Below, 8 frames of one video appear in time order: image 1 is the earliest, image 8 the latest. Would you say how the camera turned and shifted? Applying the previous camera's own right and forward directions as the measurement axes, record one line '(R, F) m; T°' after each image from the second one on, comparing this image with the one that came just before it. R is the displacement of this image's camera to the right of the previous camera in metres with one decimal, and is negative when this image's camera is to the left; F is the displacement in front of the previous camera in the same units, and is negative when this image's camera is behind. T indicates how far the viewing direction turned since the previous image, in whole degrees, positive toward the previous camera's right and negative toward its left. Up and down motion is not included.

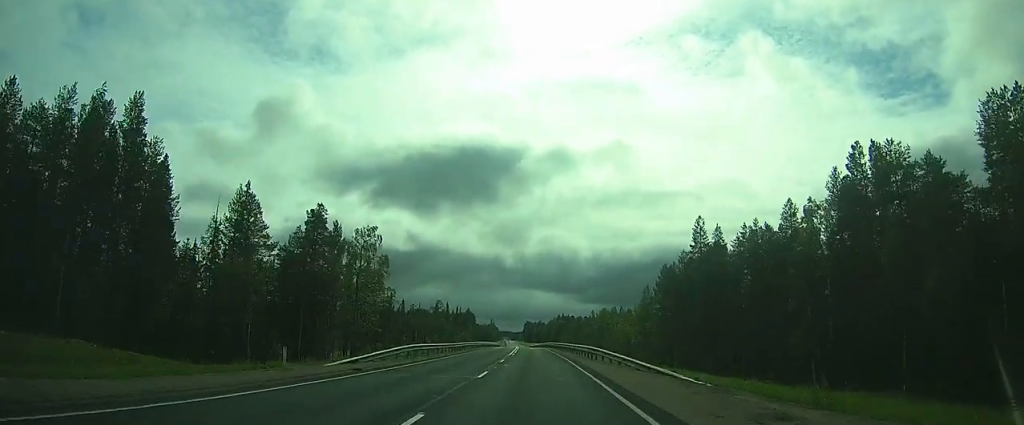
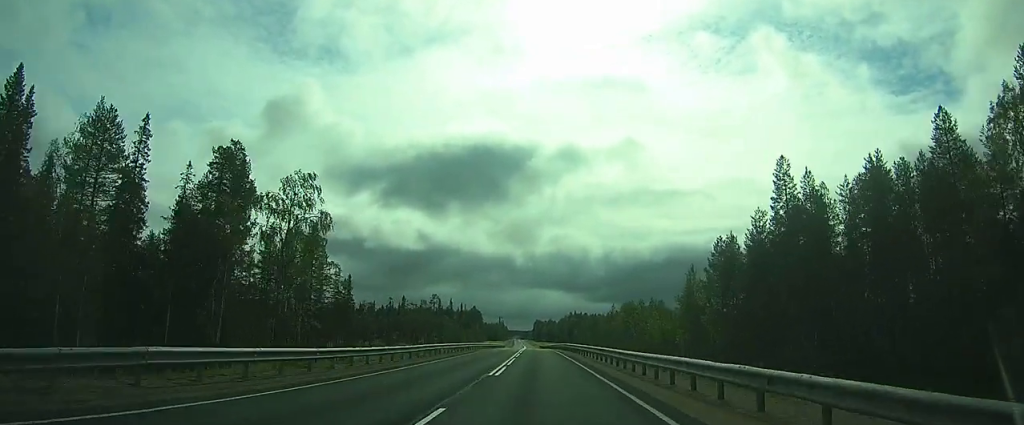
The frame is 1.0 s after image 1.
(-0.7, +23.8) m; -2°
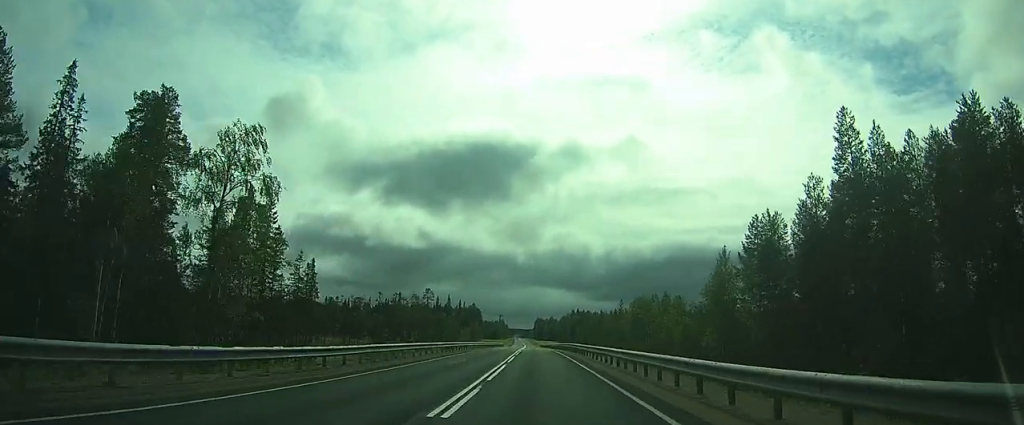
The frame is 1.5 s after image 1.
(0.0, +11.0) m; 0°
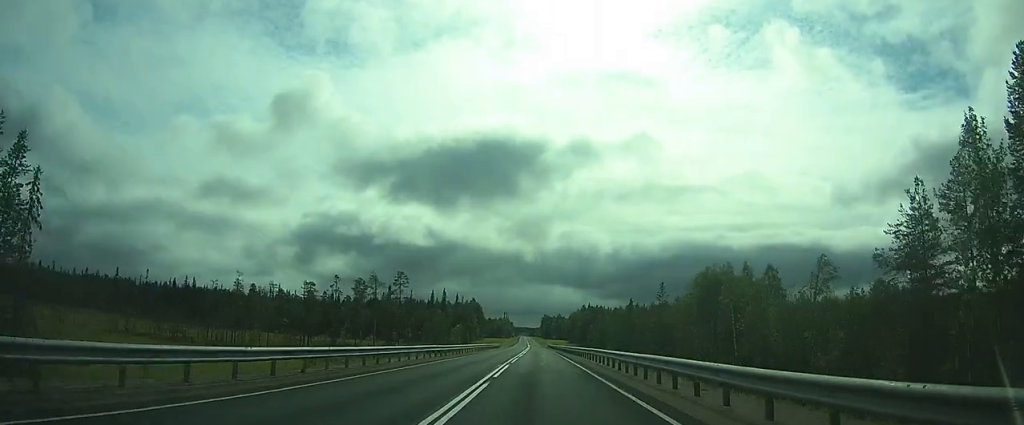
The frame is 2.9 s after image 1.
(0.0, +34.3) m; 0°
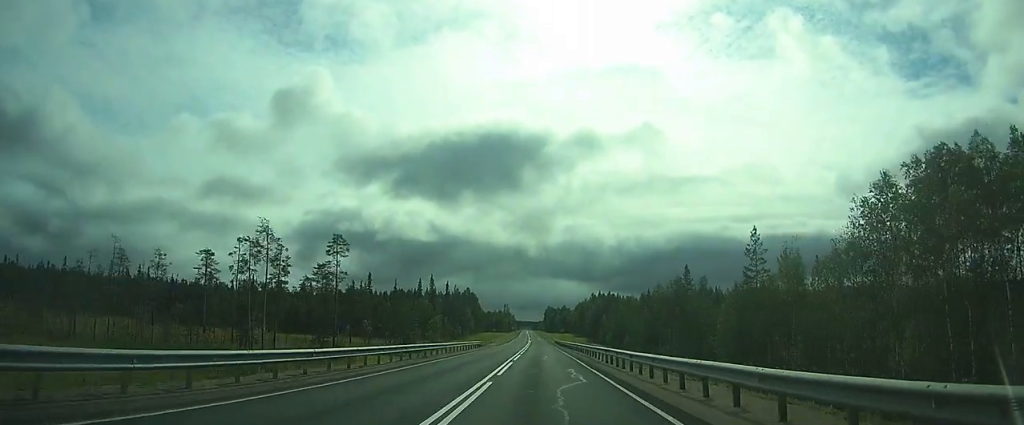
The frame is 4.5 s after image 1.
(0.0, +36.1) m; 0°
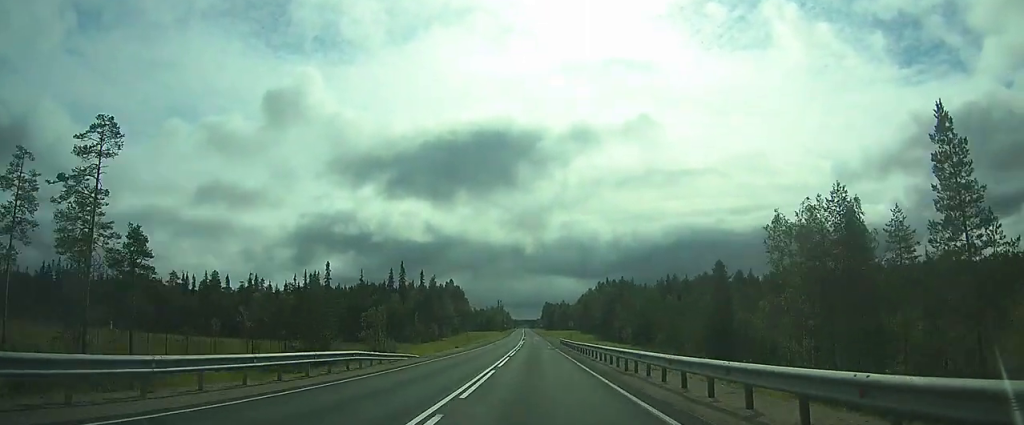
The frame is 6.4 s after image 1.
(0.0, +42.4) m; 0°
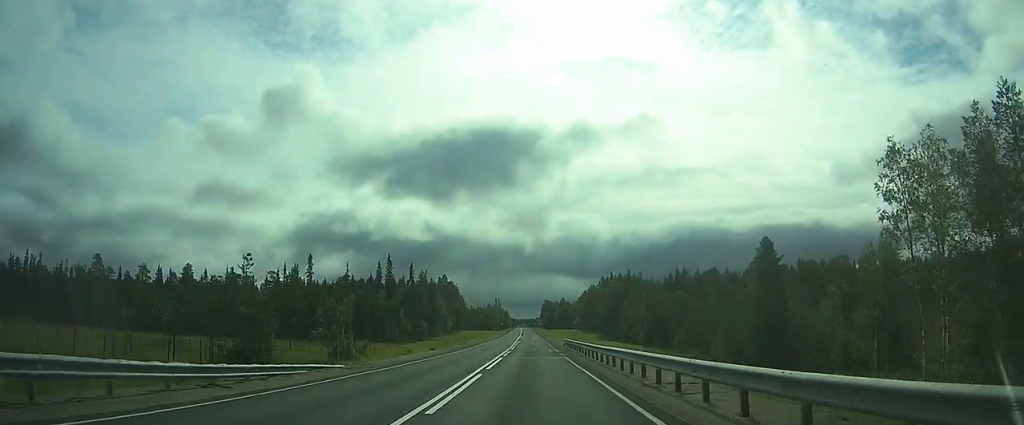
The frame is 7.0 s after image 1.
(0.0, +14.2) m; 0°
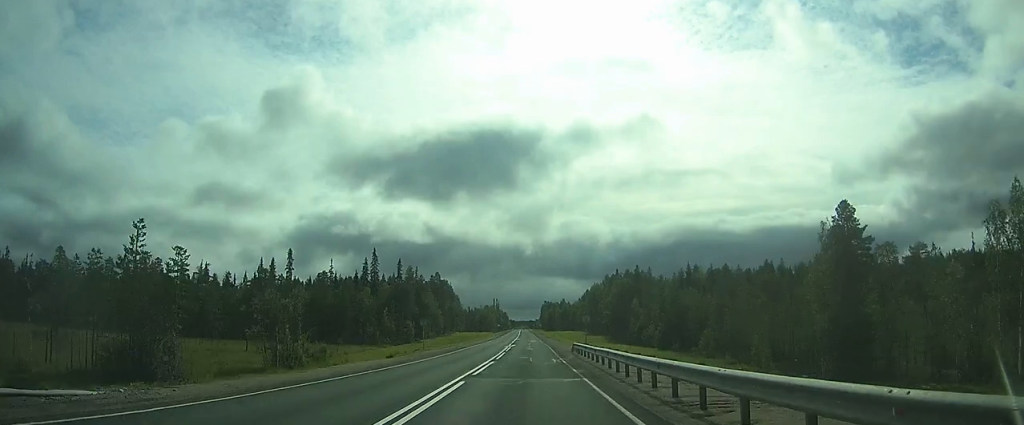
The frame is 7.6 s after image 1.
(+0.1, +14.2) m; 0°
